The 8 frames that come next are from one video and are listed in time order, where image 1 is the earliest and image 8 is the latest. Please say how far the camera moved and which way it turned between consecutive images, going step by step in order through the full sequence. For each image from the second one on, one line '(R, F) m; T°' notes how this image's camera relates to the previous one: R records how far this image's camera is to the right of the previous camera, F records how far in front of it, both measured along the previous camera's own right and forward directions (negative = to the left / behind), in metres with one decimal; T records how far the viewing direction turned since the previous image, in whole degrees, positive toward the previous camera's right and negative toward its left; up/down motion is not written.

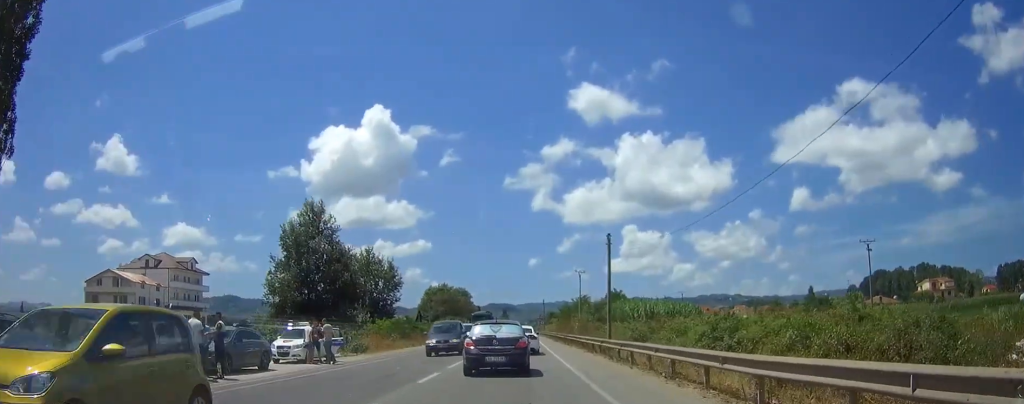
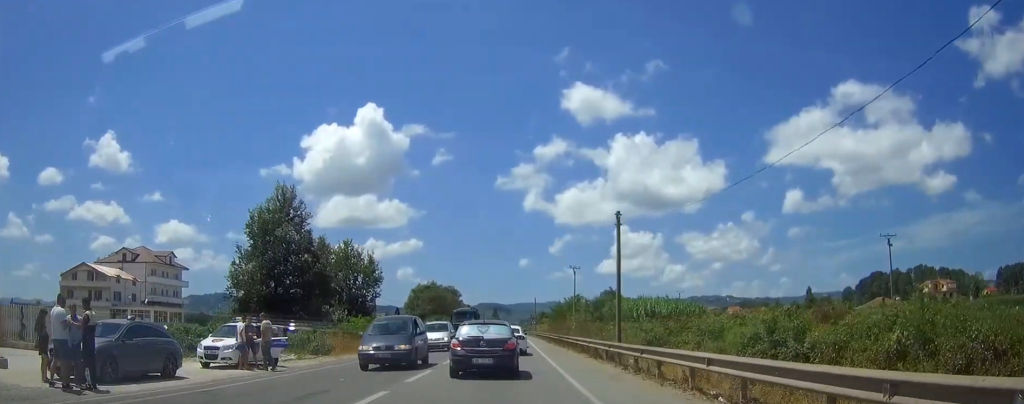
(+0.1, +5.8) m; +1°
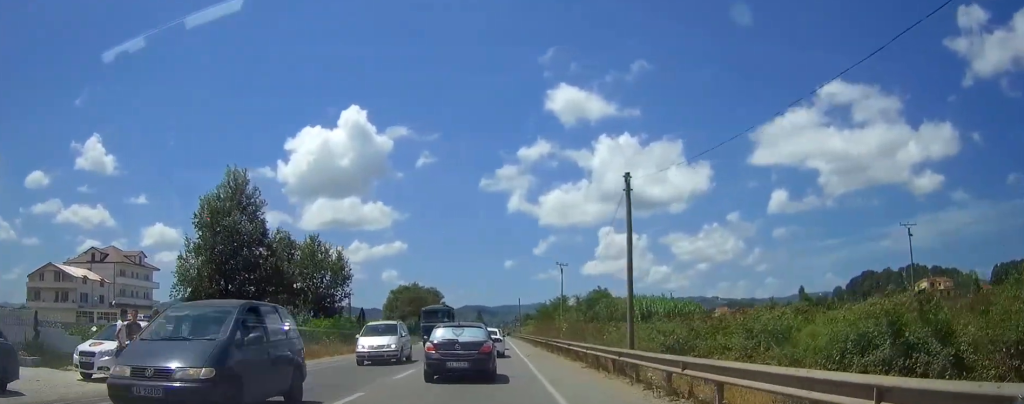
(+0.1, +6.3) m; +1°
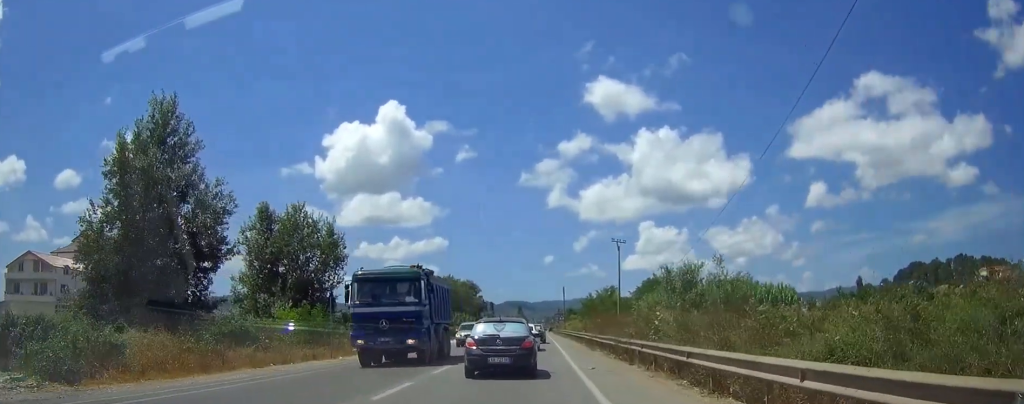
(-0.2, +15.3) m; -2°
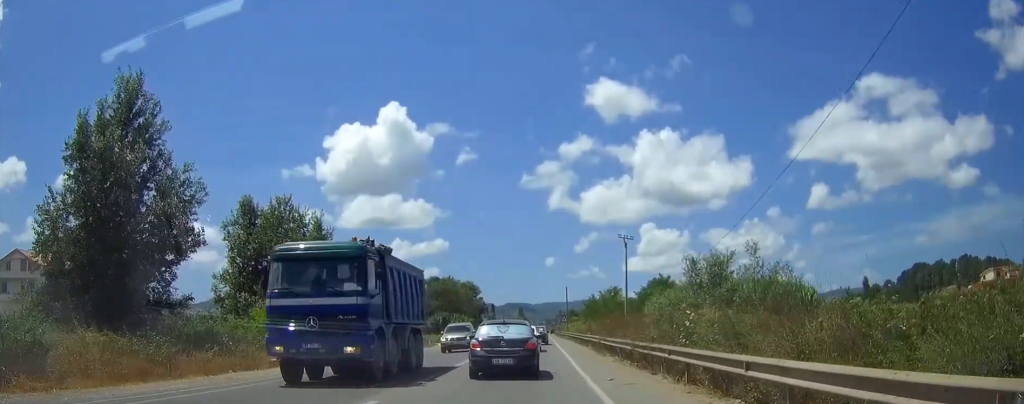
(0.0, +3.6) m; 0°
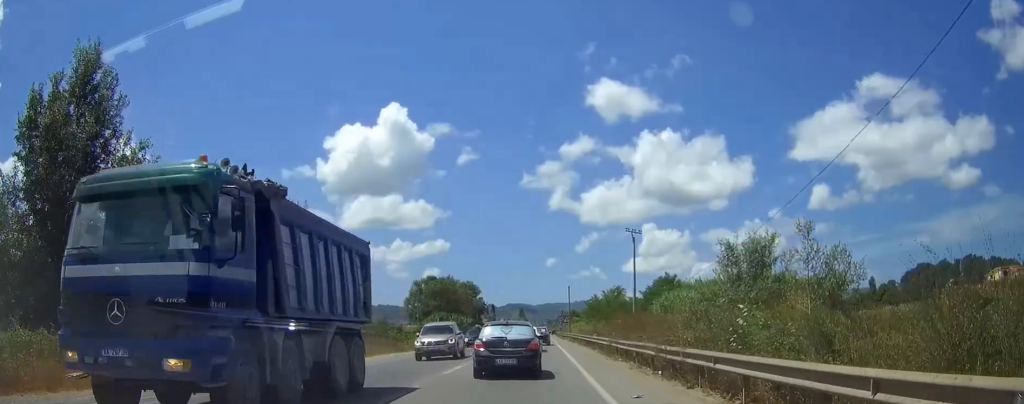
(0.0, +3.8) m; -1°
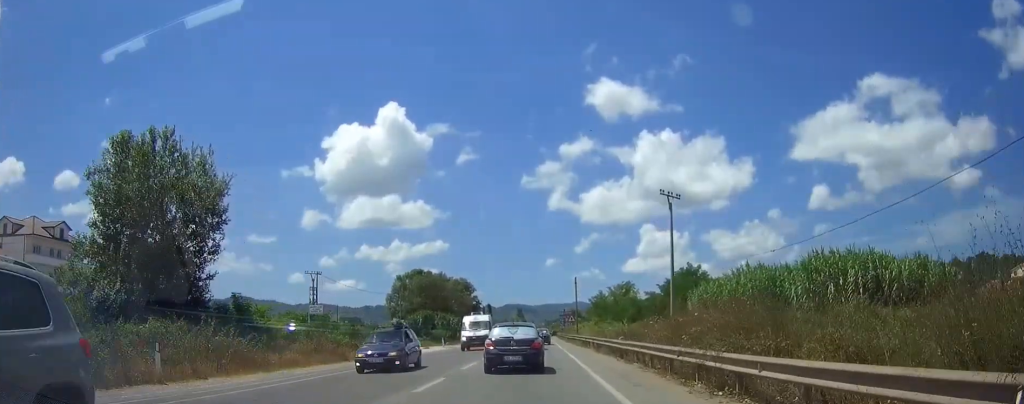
(-0.4, +13.3) m; -2°
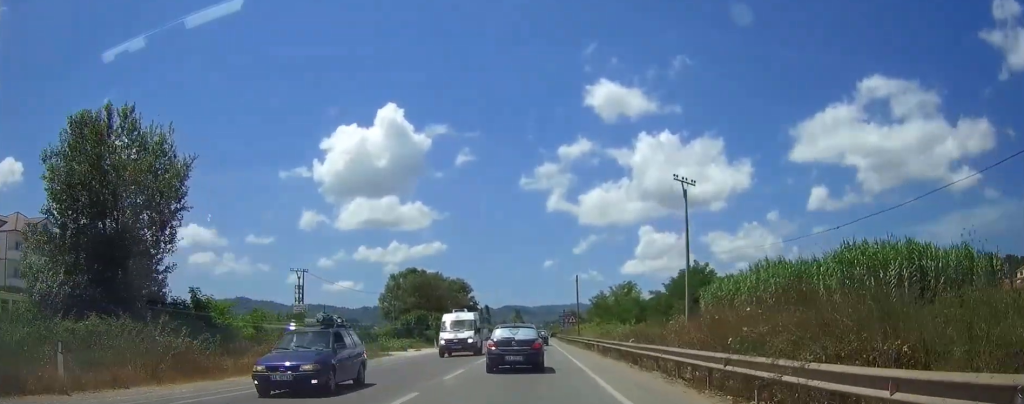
(+0.1, +3.7) m; 0°
